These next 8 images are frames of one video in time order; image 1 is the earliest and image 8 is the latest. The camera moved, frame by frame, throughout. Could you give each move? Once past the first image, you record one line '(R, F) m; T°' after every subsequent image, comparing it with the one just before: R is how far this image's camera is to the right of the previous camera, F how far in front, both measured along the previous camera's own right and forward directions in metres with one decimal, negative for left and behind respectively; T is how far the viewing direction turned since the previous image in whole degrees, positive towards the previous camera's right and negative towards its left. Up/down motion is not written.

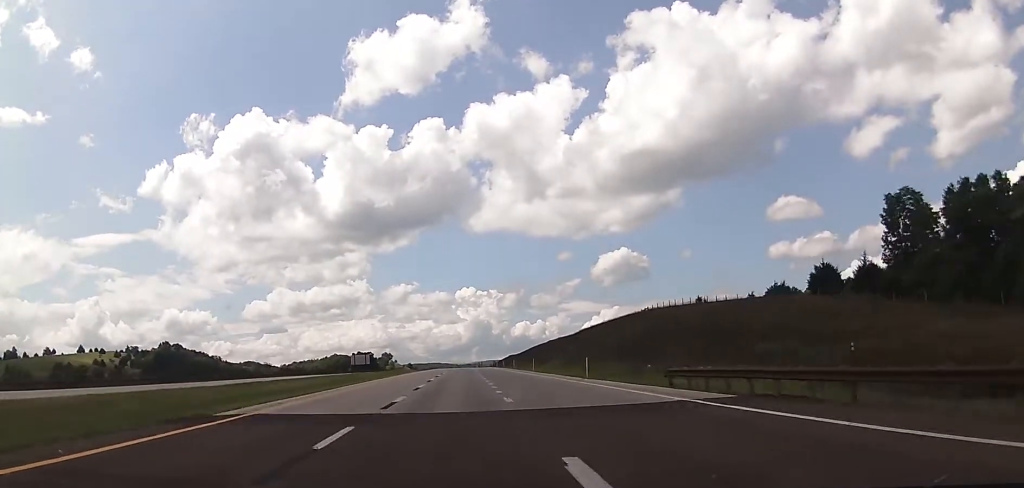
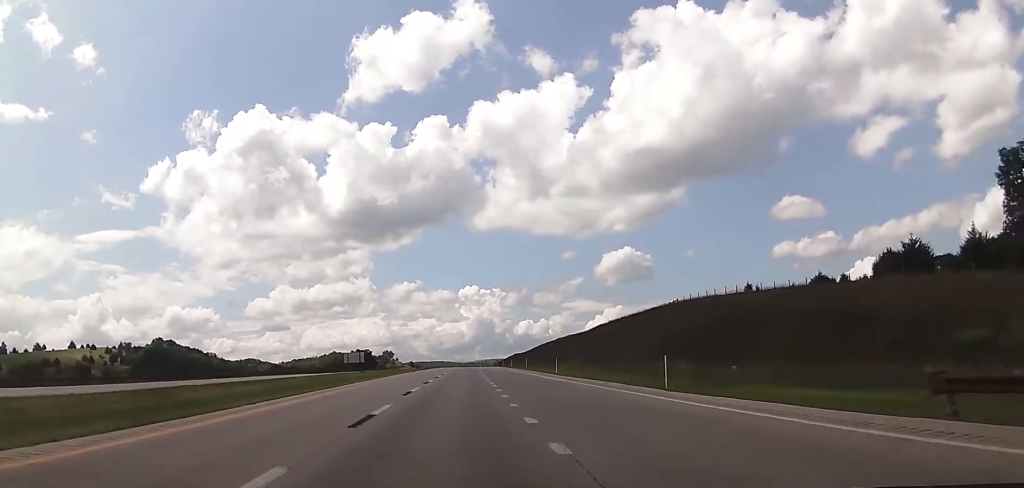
(0.0, +17.6) m; +1°
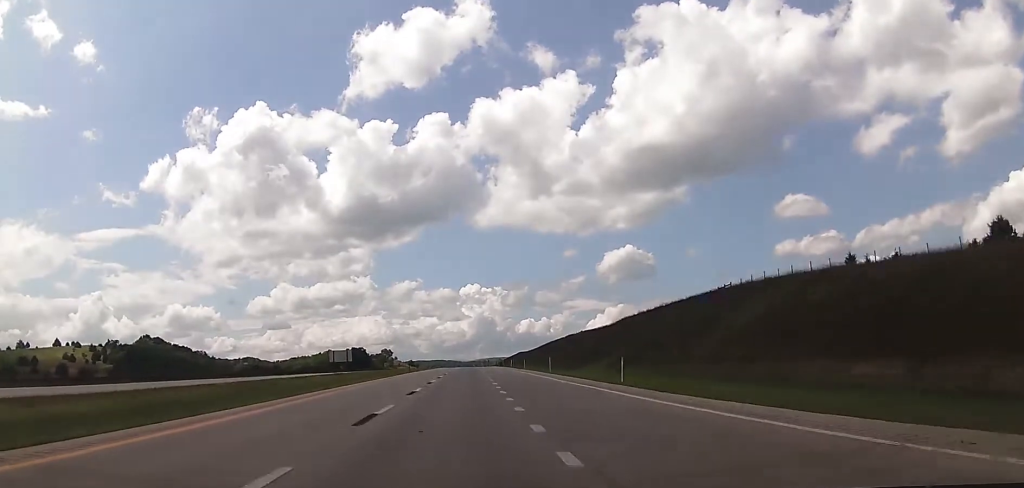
(+0.1, +24.2) m; 0°
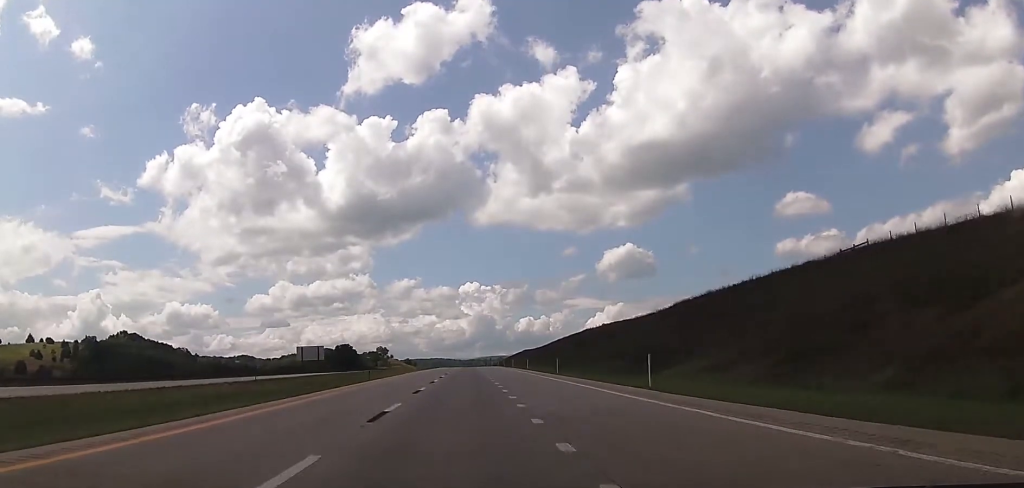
(-0.1, +35.1) m; -1°
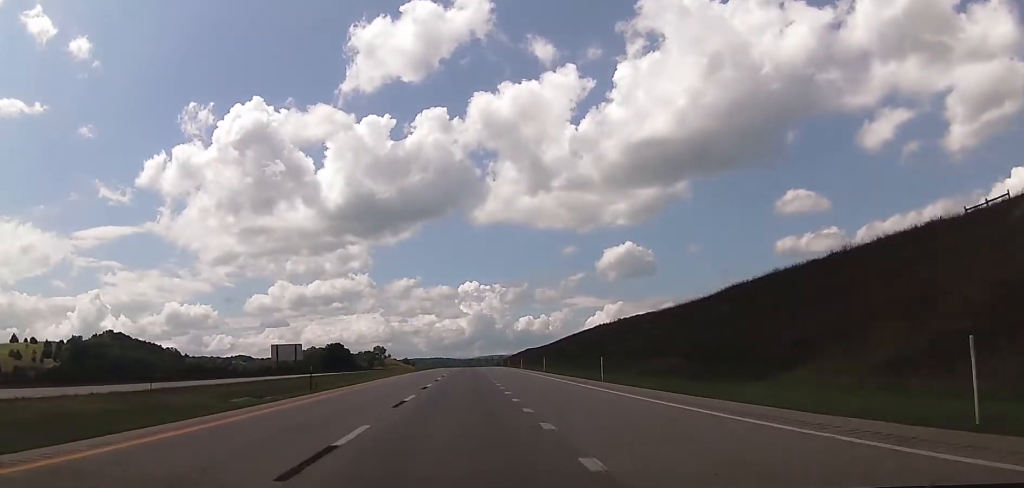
(-0.7, +19.7) m; 0°
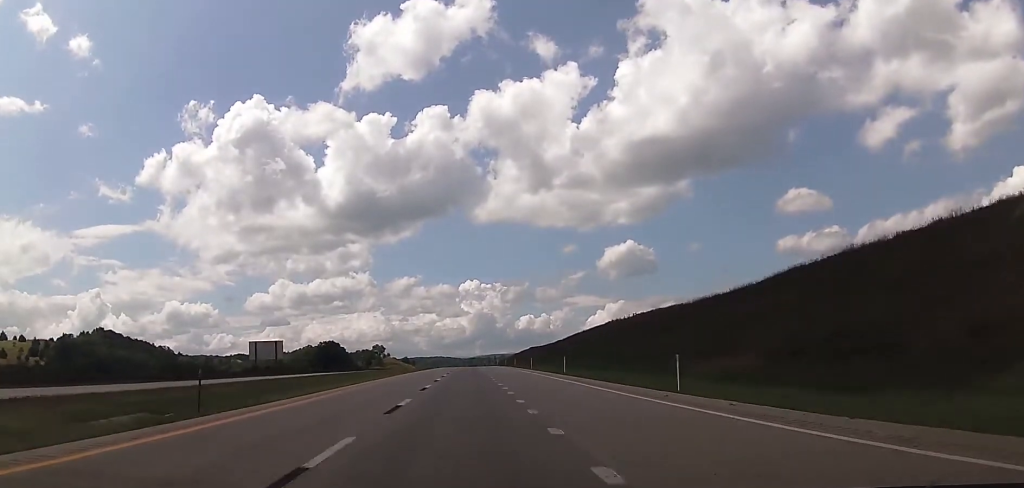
(+0.5, +14.2) m; 0°
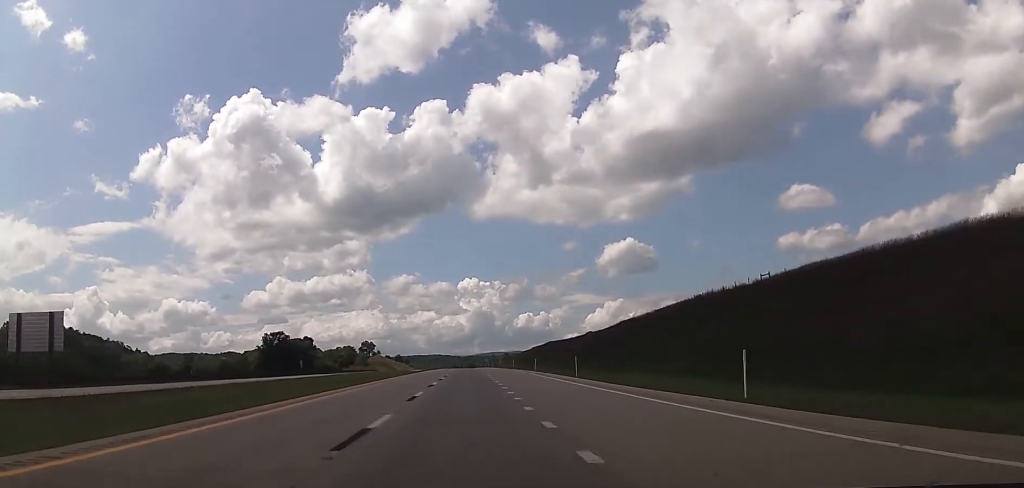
(+0.2, +66.8) m; 0°
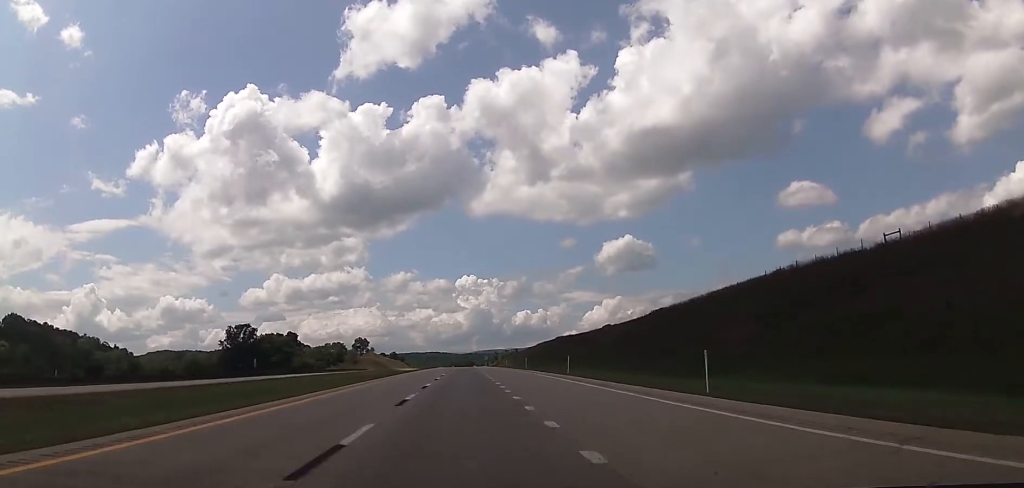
(0.0, +27.5) m; 0°
